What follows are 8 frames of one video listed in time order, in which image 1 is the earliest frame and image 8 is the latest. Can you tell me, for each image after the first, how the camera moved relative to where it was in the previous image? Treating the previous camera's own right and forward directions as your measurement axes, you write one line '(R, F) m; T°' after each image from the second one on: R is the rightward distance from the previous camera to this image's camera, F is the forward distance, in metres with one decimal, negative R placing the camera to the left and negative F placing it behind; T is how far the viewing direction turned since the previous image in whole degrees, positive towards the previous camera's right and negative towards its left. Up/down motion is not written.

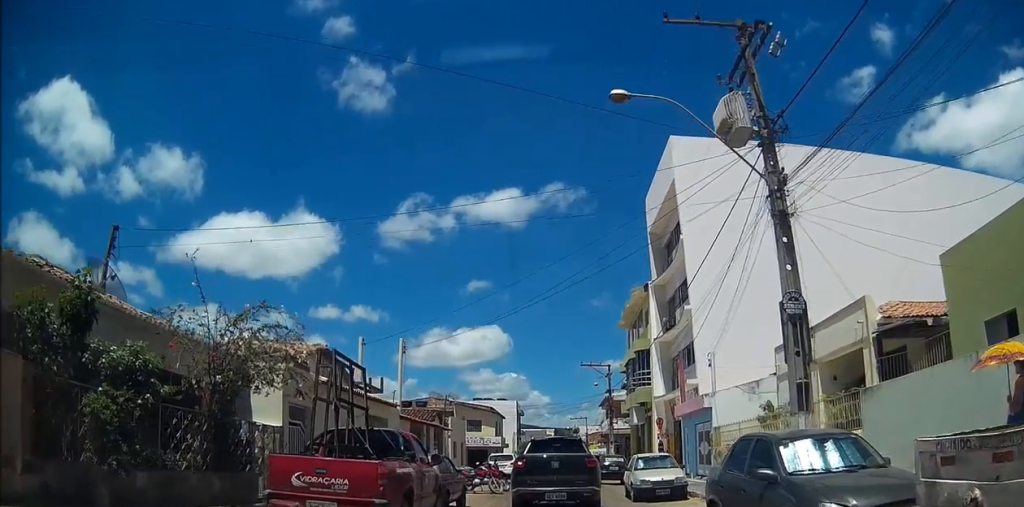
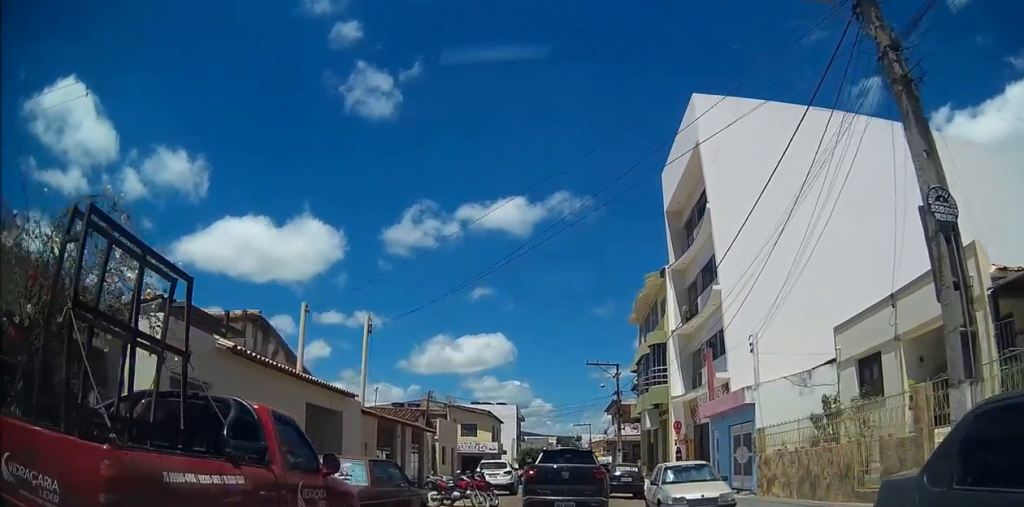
(+0.1, +3.9) m; +5°
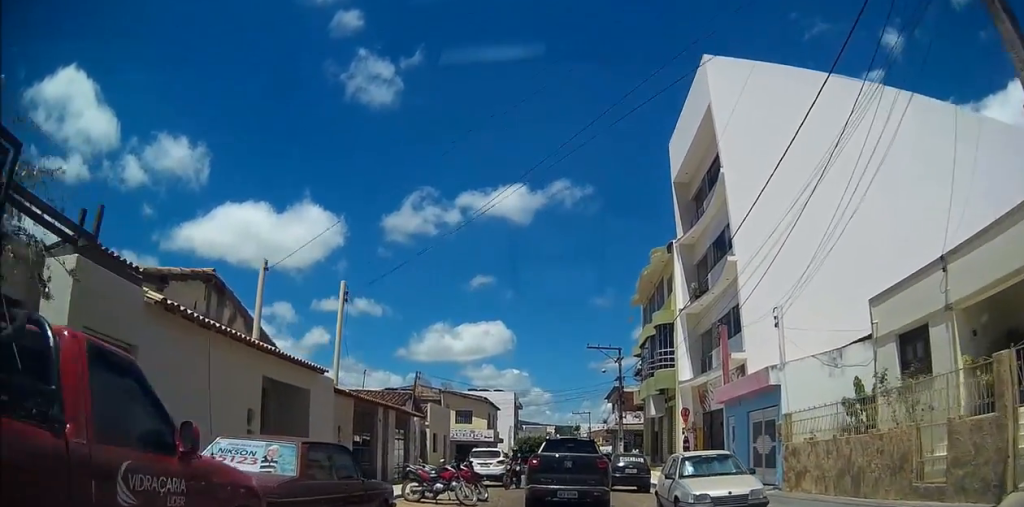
(0.0, +2.1) m; +4°
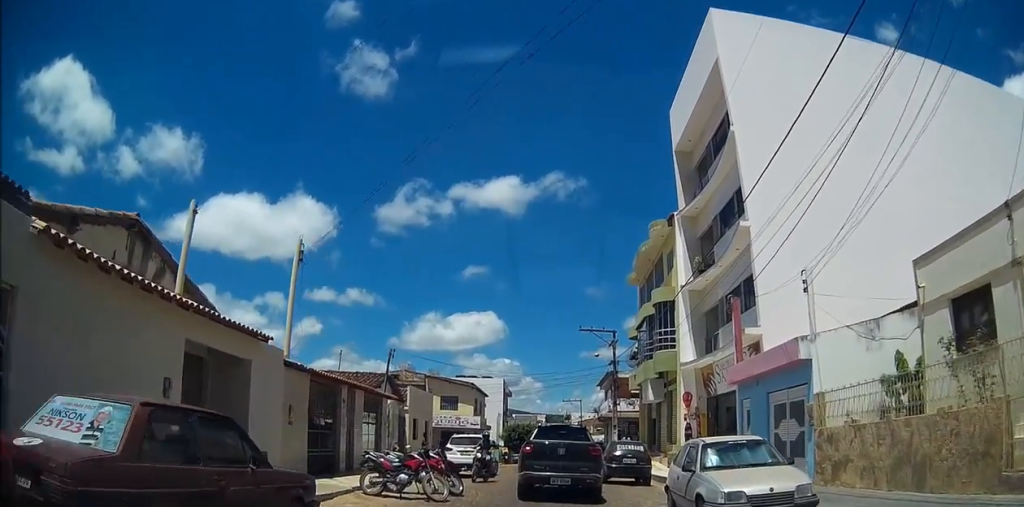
(+0.2, +2.6) m; 0°
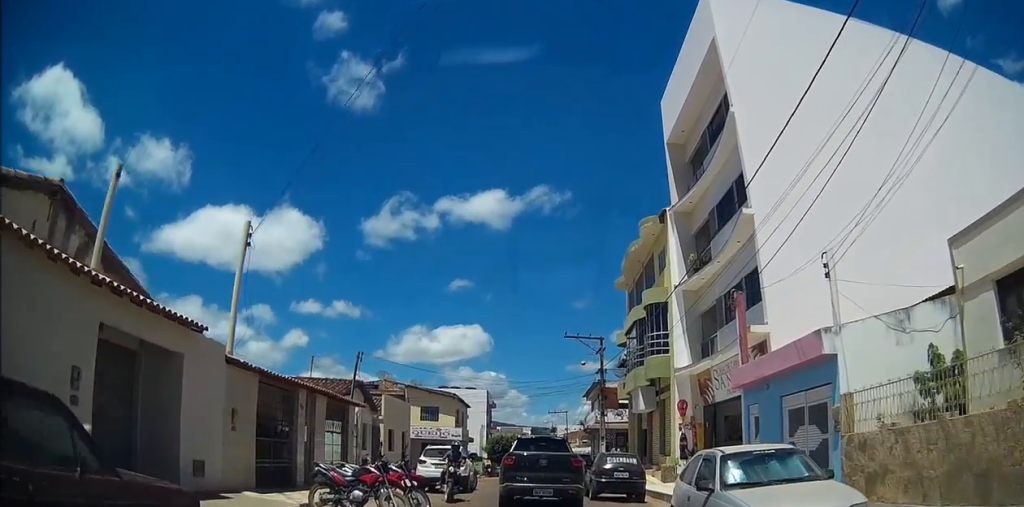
(0.0, +2.0) m; -1°
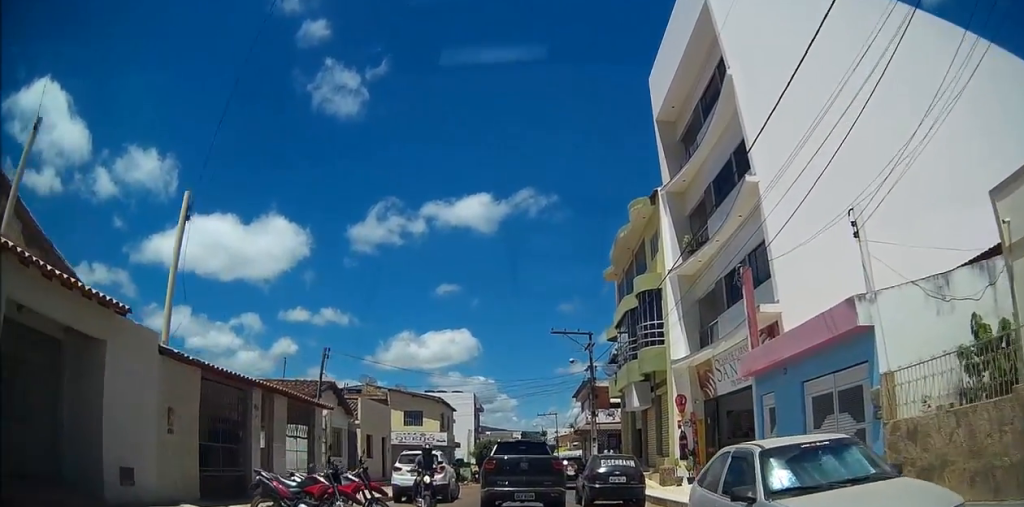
(-0.1, +1.9) m; -2°
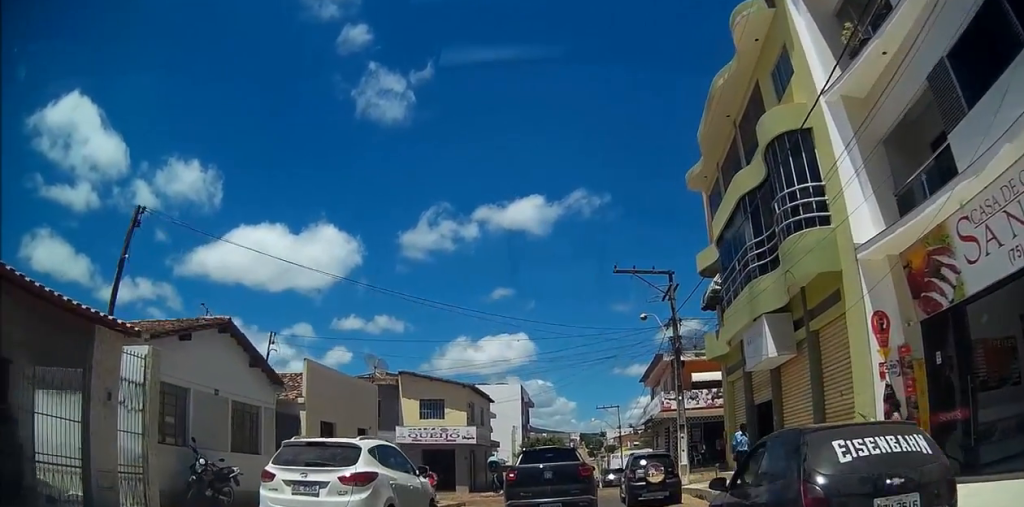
(-0.1, +11.1) m; -2°
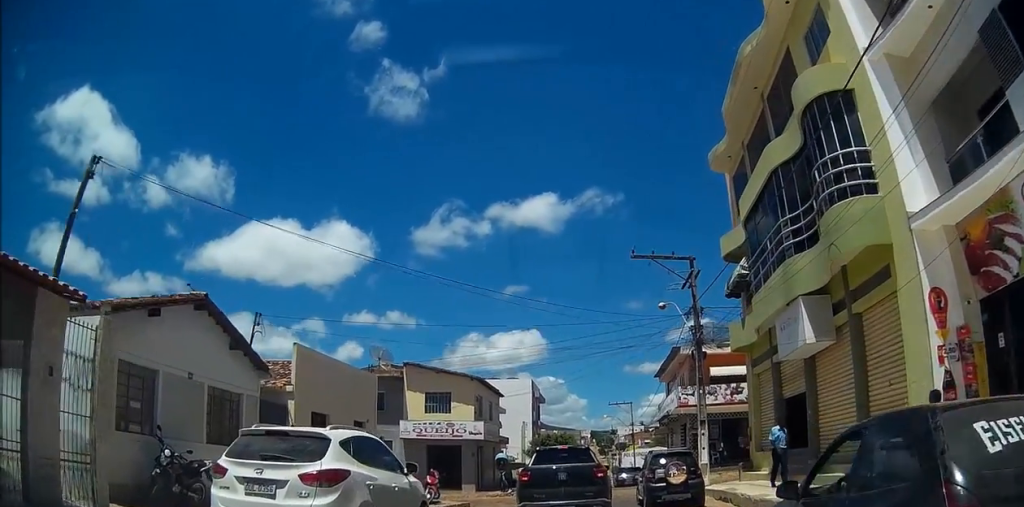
(0.0, +1.6) m; -1°
